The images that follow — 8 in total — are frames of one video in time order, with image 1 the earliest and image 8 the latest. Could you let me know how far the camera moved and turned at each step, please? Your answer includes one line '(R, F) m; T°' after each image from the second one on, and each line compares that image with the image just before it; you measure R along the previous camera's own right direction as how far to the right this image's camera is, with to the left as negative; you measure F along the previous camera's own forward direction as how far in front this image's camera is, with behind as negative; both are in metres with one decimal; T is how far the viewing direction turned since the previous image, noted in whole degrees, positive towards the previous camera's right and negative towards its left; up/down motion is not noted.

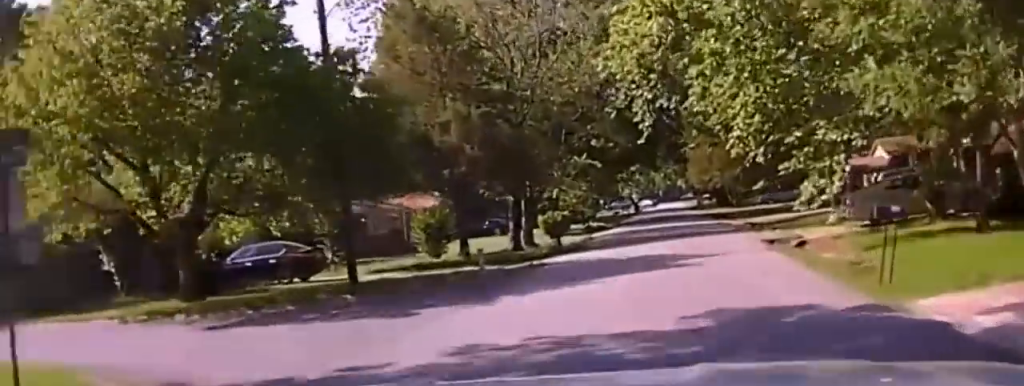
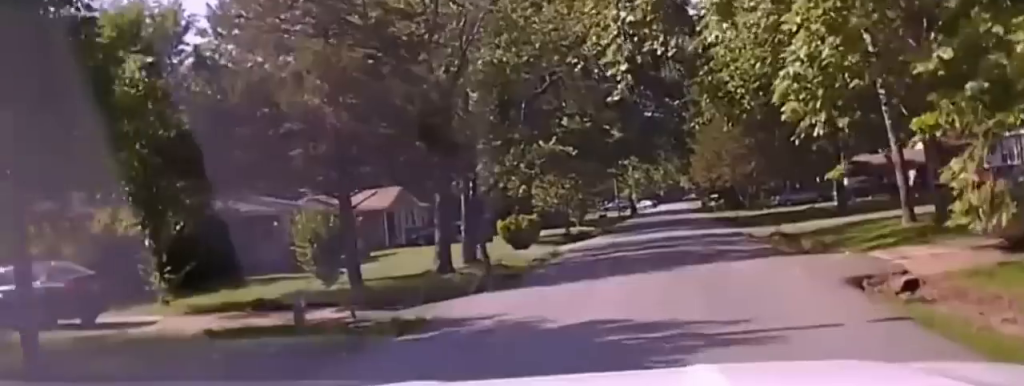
(-0.1, +13.6) m; +1°
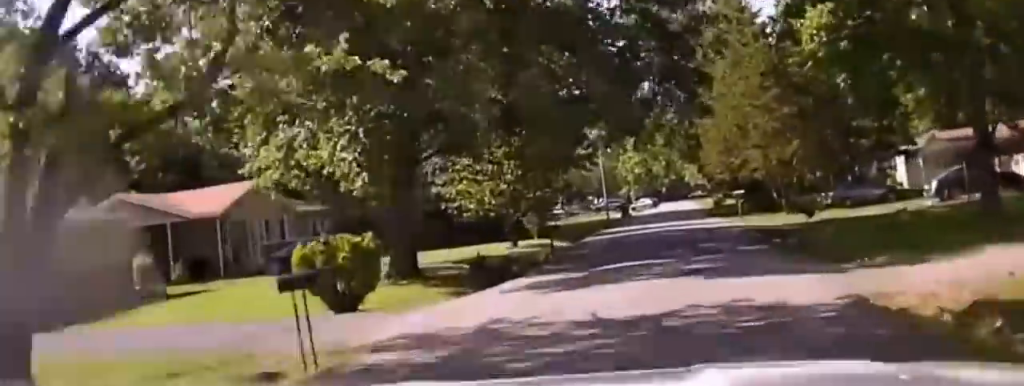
(+0.4, +25.3) m; -1°
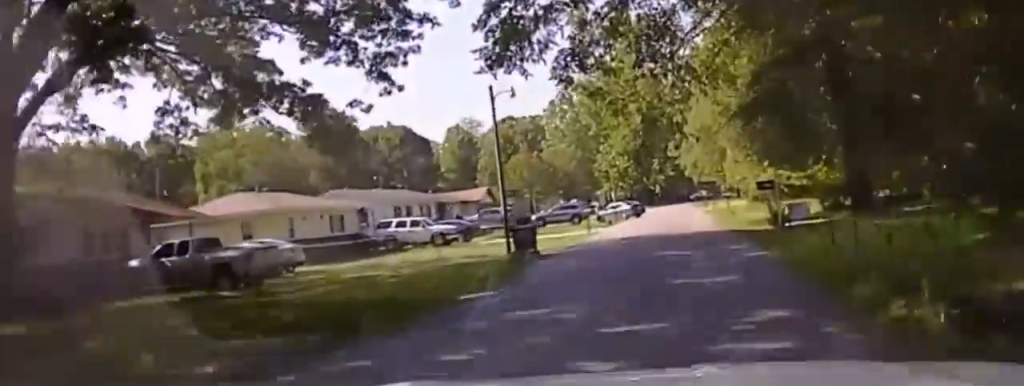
(-1.0, +50.4) m; 0°
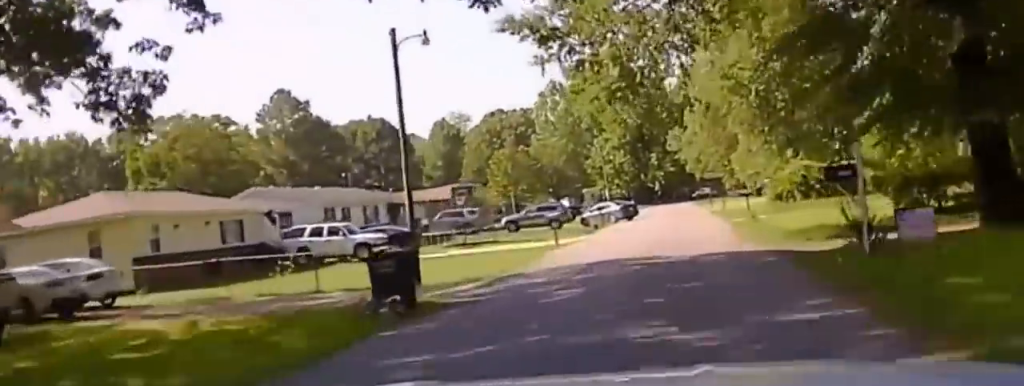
(0.0, +12.6) m; 0°
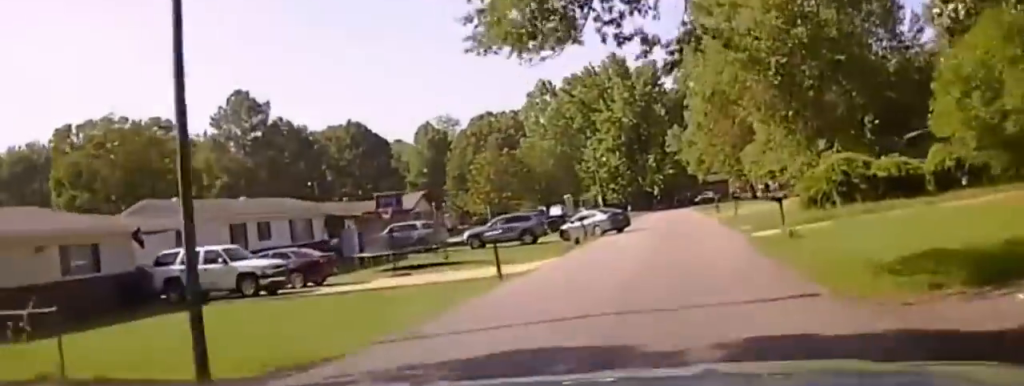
(0.0, +10.9) m; 0°
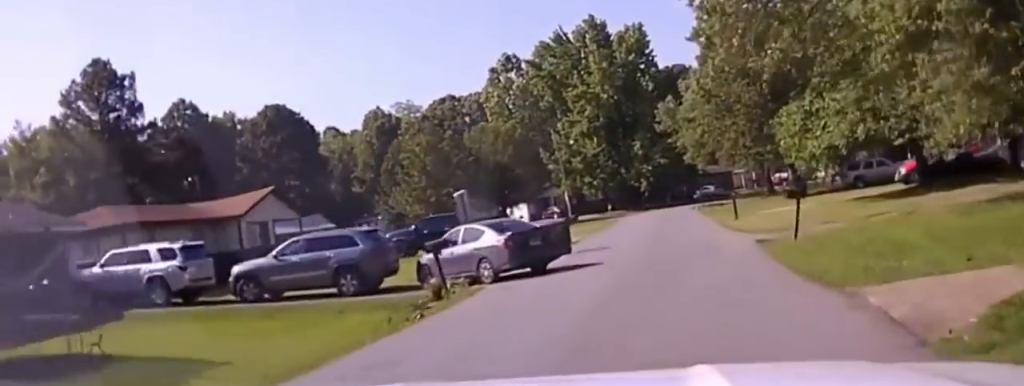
(0.0, +24.3) m; 0°
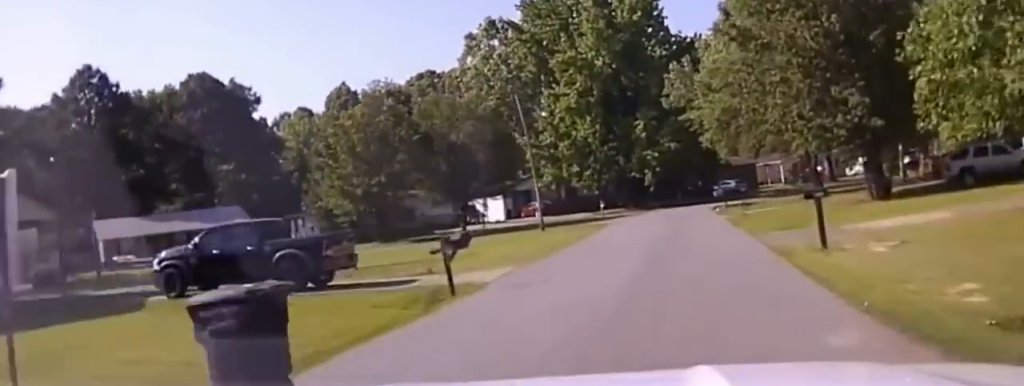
(0.0, +19.5) m; 0°
